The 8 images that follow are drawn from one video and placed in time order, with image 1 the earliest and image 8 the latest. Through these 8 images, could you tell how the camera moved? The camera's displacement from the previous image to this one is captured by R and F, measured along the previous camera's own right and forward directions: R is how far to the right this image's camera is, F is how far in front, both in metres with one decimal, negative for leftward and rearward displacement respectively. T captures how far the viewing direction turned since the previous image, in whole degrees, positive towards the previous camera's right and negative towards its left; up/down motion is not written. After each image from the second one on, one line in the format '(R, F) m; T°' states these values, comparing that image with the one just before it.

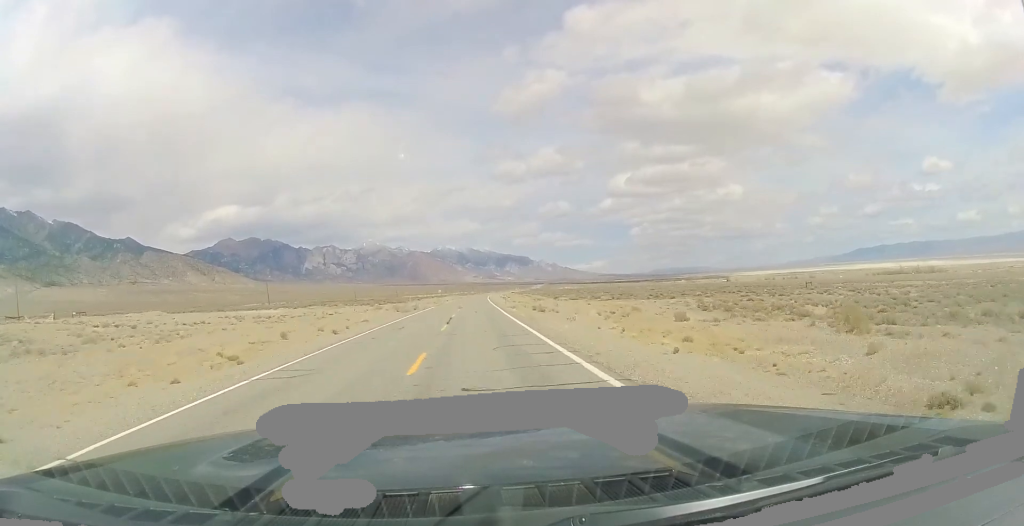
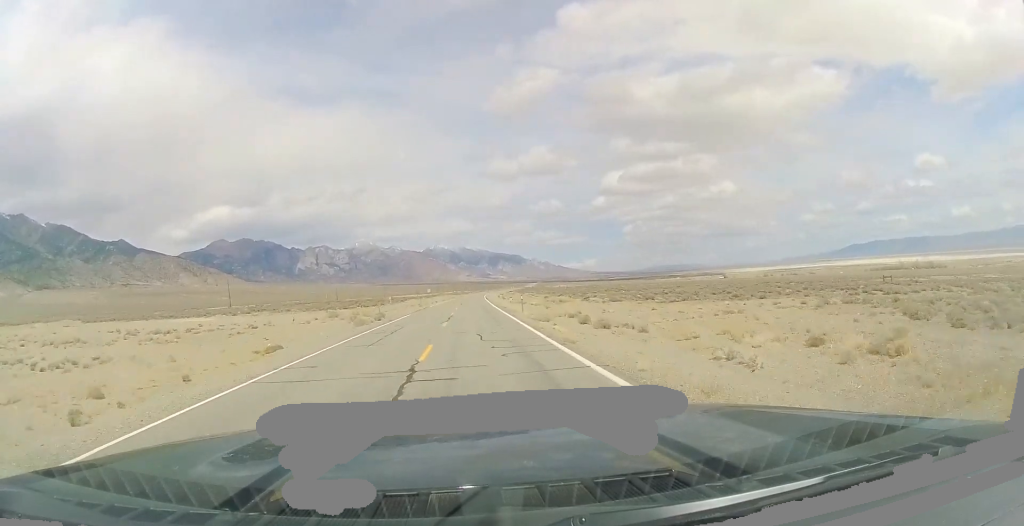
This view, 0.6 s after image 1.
(-0.1, +22.4) m; 0°
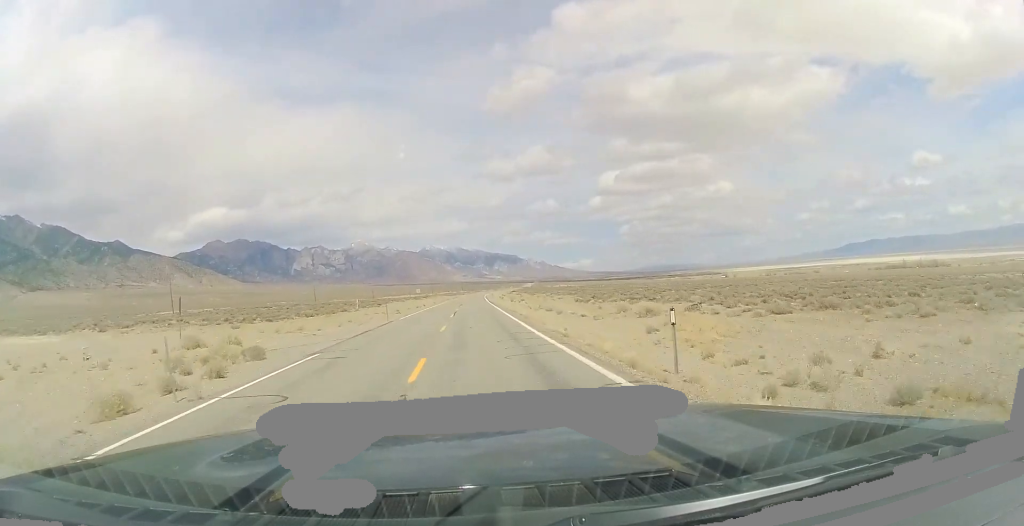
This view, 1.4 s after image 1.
(+0.4, +27.1) m; +1°
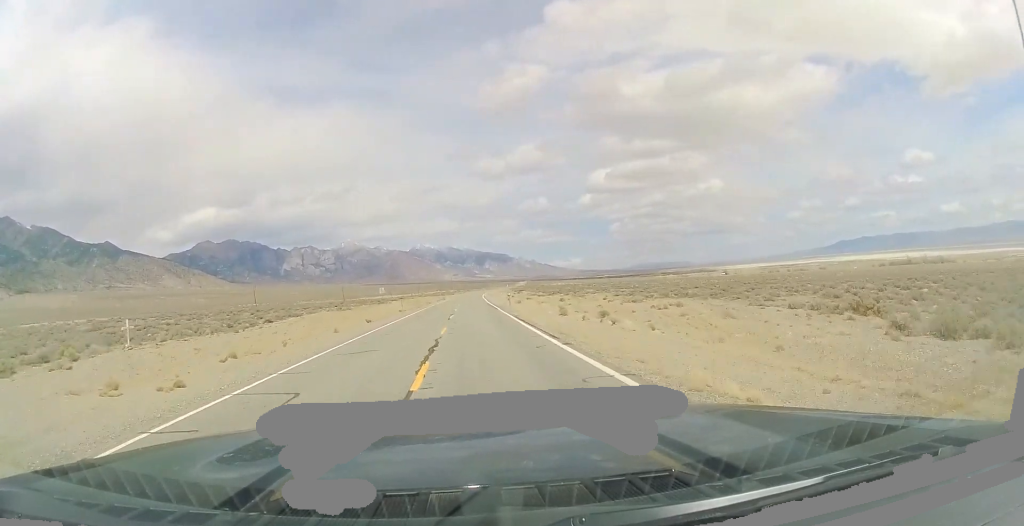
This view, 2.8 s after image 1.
(+0.3, +49.6) m; +1°
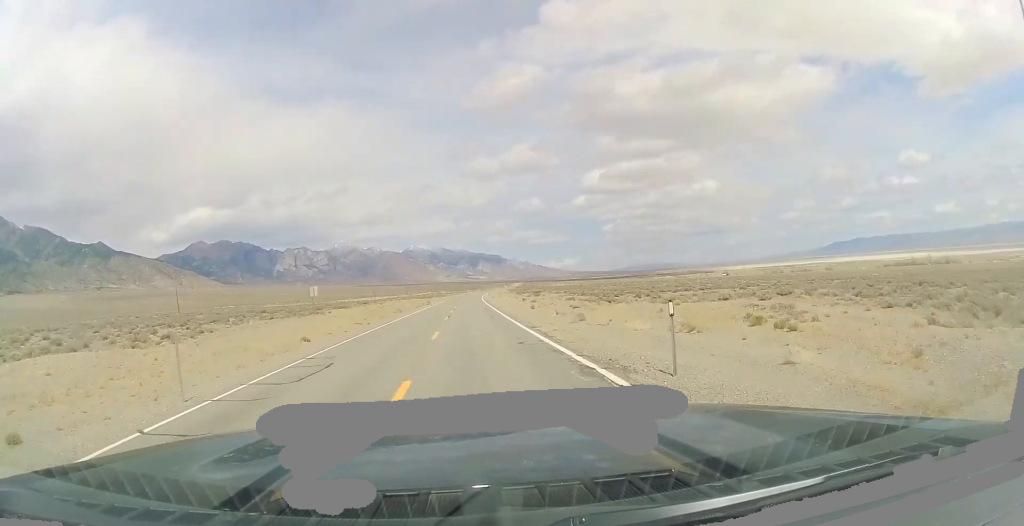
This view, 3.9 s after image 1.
(+0.6, +39.0) m; +1°
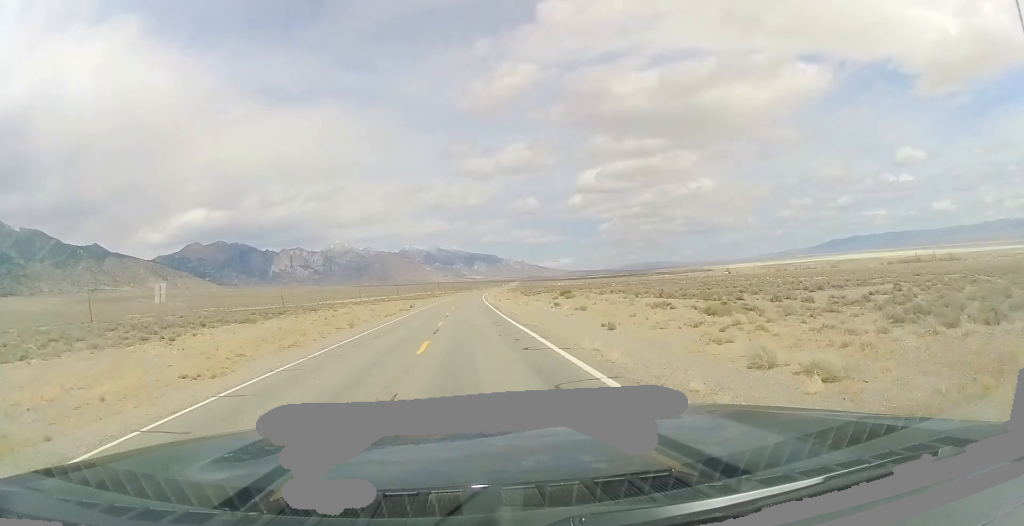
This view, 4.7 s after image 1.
(+0.2, +28.5) m; 0°
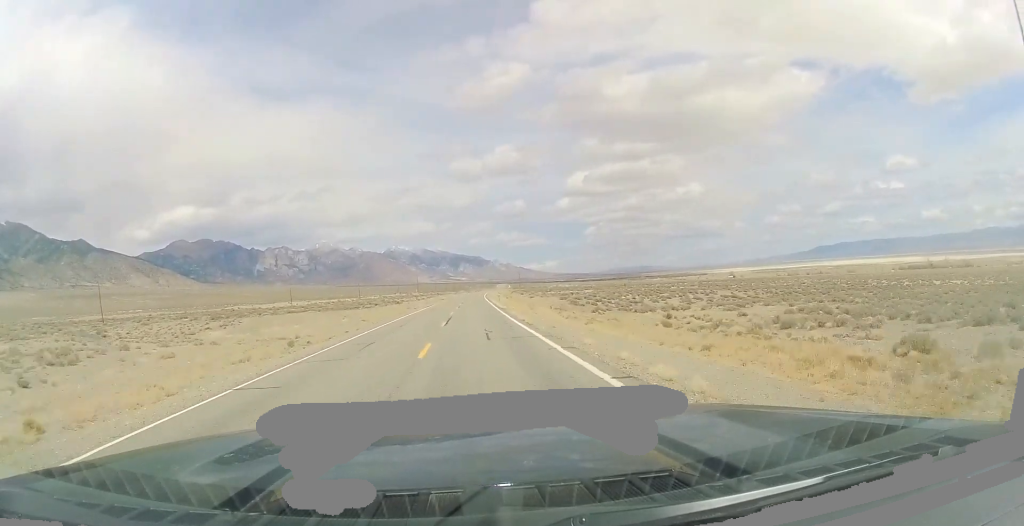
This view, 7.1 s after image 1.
(0.0, +85.9) m; 0°
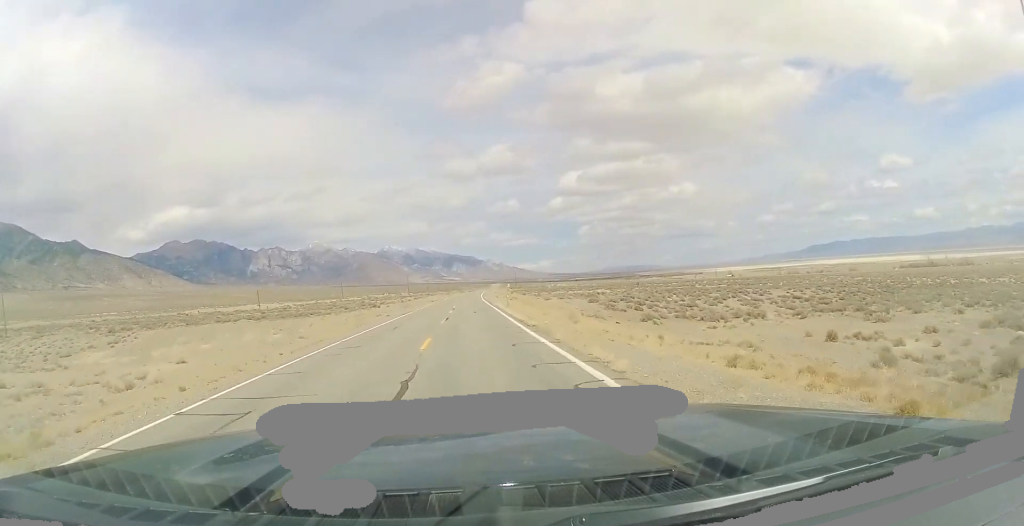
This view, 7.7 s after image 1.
(0.0, +22.8) m; +1°
